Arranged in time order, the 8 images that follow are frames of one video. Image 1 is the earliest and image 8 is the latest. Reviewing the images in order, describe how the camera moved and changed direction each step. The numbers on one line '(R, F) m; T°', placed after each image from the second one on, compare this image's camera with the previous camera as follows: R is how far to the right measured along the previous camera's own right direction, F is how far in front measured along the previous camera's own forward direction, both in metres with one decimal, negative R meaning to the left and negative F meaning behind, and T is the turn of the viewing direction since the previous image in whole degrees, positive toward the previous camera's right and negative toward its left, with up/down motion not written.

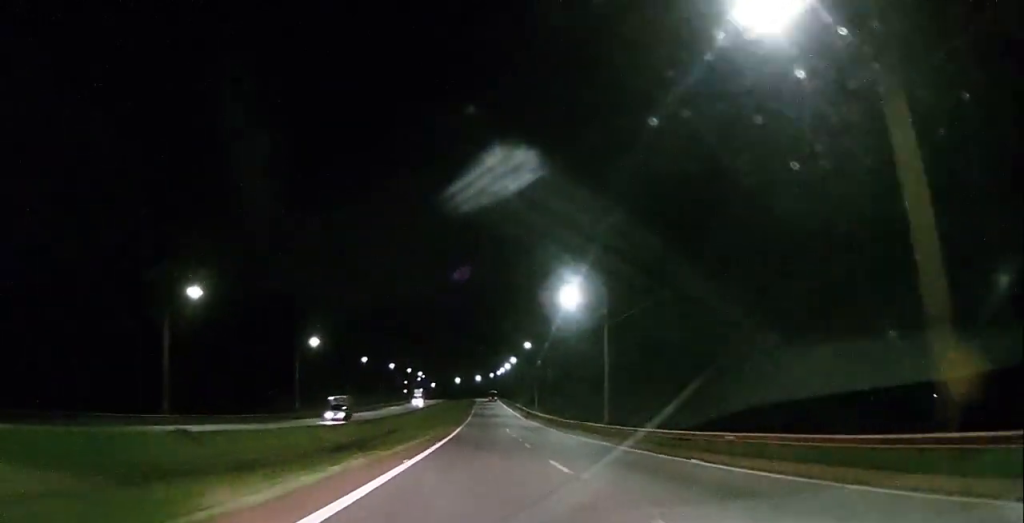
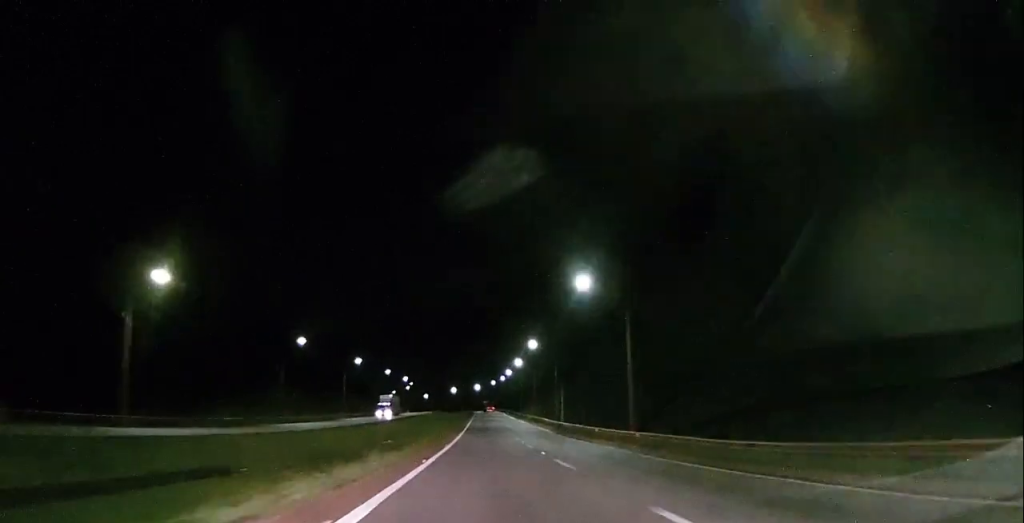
(0.0, +47.9) m; 0°
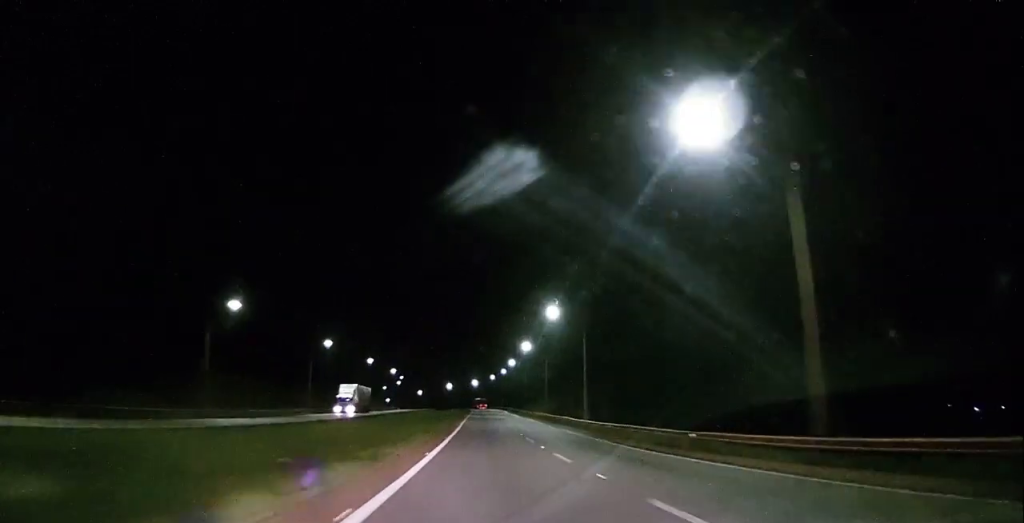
(0.0, +24.5) m; 0°
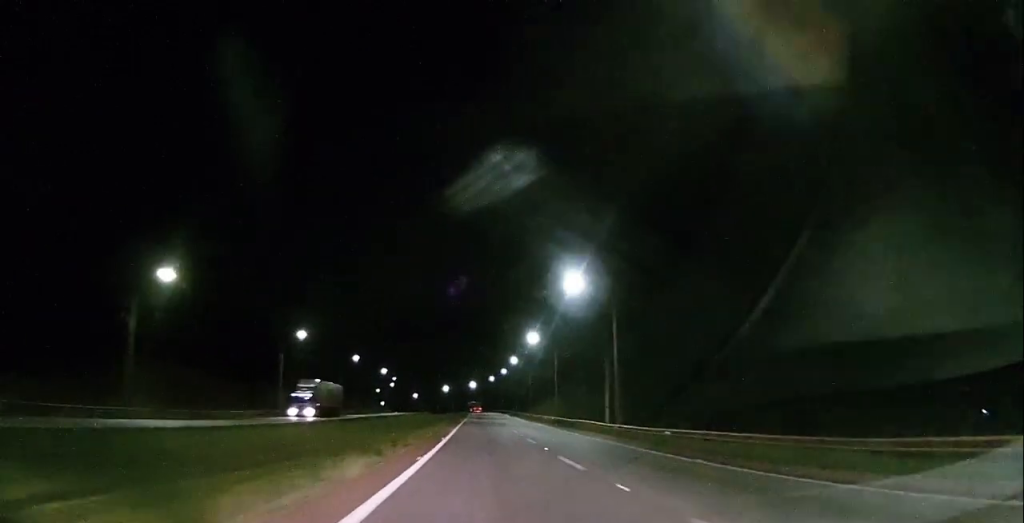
(0.0, +14.6) m; 0°
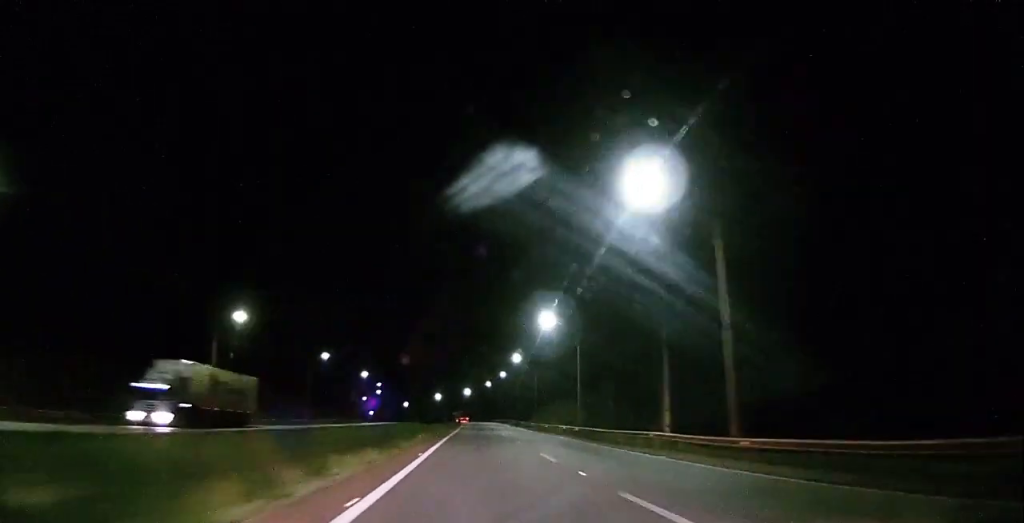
(0.0, +22.3) m; 0°
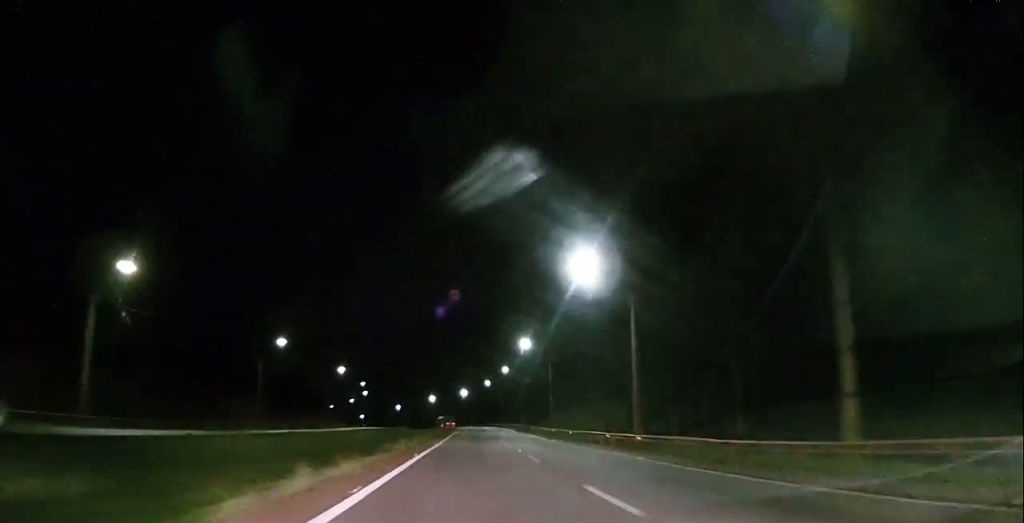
(0.0, +23.1) m; +1°
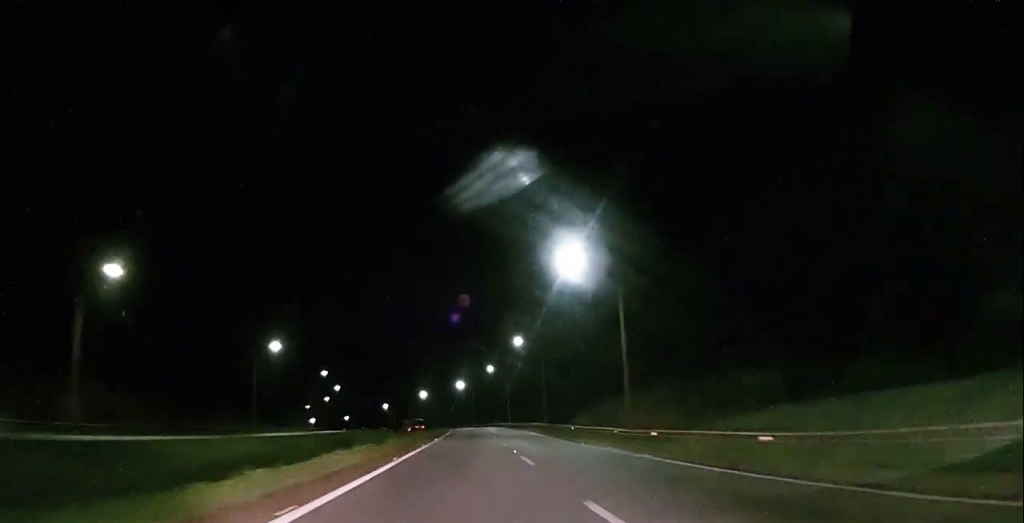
(+0.7, +40.8) m; +1°
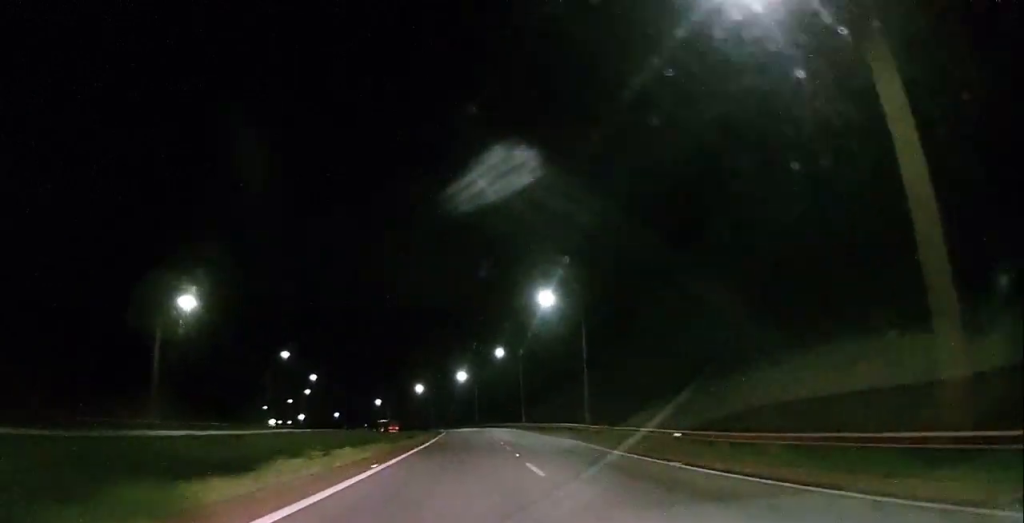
(-0.4, +28.2) m; -1°
